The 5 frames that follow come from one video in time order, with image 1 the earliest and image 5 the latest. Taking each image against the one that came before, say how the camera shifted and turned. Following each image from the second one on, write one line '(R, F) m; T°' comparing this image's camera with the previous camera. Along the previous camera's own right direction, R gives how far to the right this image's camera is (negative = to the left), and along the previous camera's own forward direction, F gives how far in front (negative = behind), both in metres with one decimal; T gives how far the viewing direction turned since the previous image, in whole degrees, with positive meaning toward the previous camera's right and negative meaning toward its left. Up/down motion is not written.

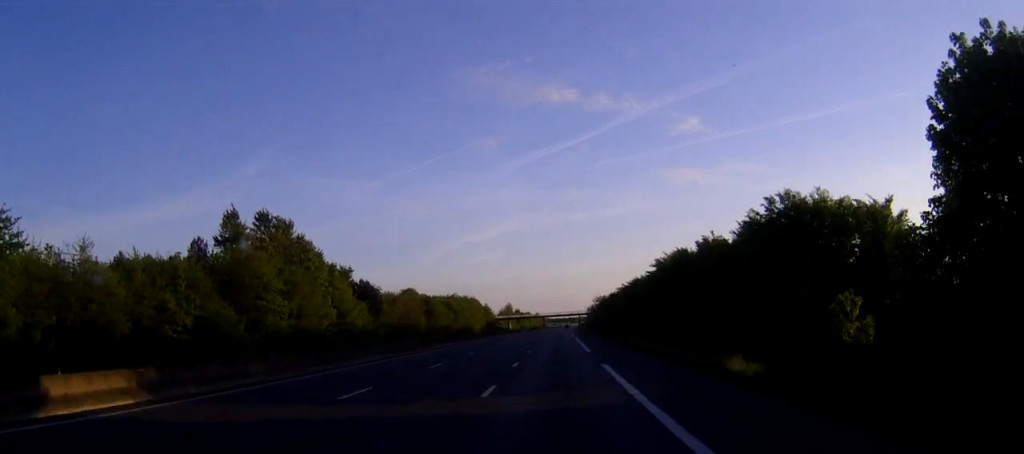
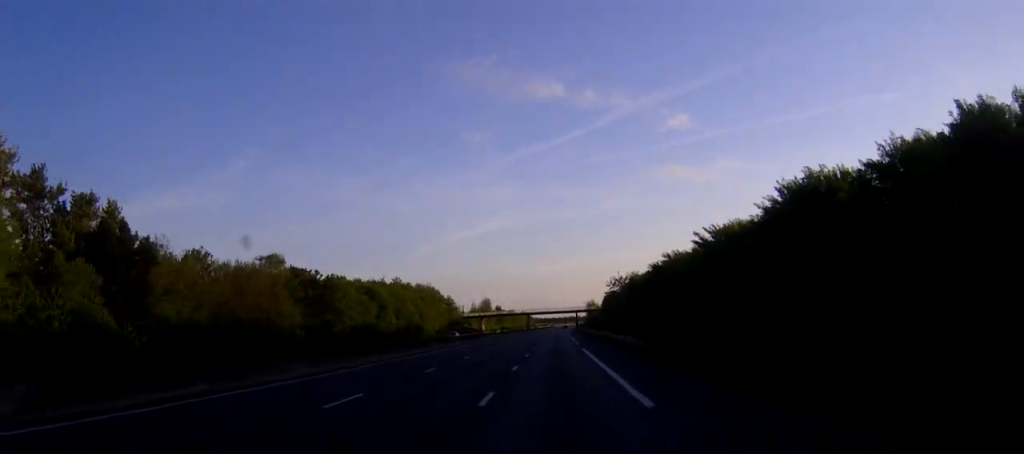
(+0.4, +79.8) m; +1°
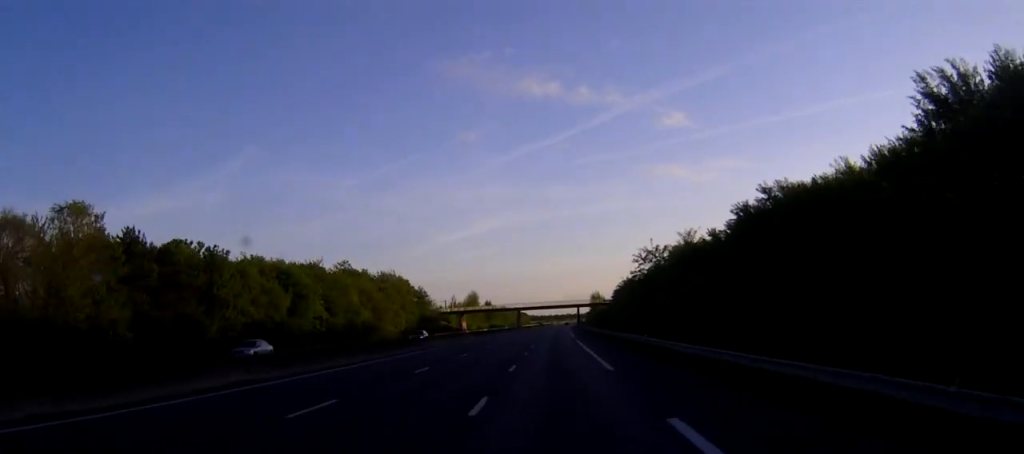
(0.0, +41.7) m; 0°
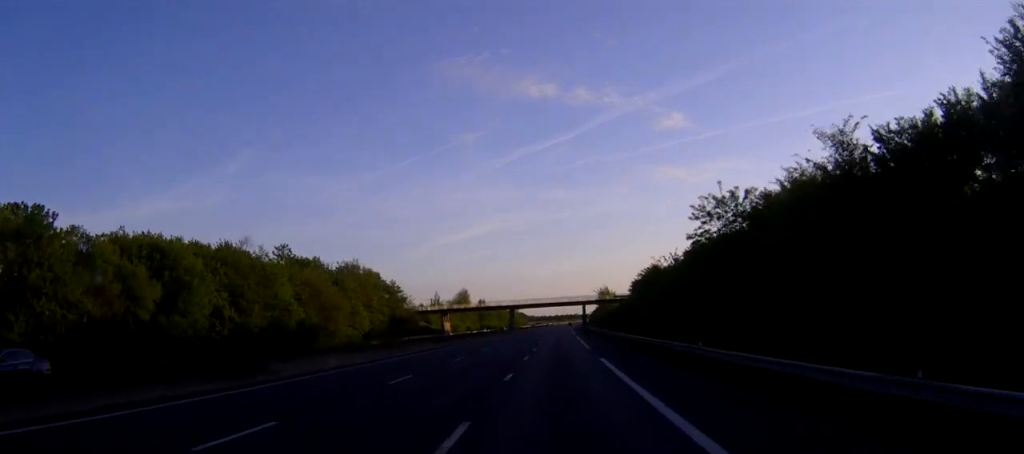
(0.0, +31.1) m; 0°
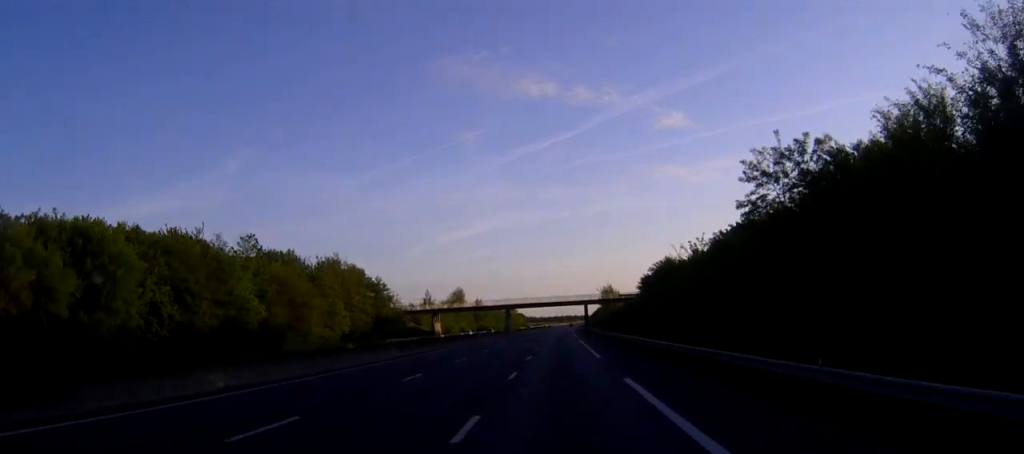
(+0.1, +11.9) m; 0°
